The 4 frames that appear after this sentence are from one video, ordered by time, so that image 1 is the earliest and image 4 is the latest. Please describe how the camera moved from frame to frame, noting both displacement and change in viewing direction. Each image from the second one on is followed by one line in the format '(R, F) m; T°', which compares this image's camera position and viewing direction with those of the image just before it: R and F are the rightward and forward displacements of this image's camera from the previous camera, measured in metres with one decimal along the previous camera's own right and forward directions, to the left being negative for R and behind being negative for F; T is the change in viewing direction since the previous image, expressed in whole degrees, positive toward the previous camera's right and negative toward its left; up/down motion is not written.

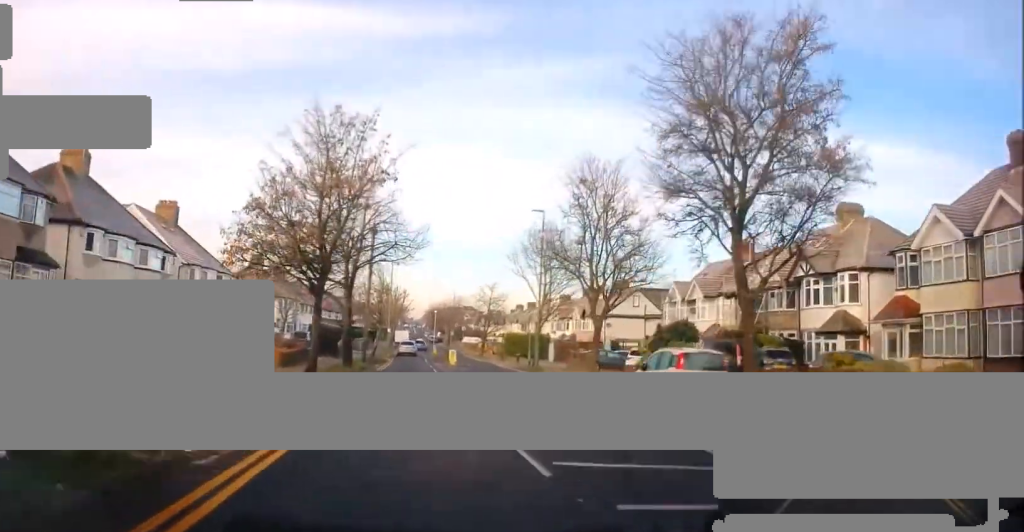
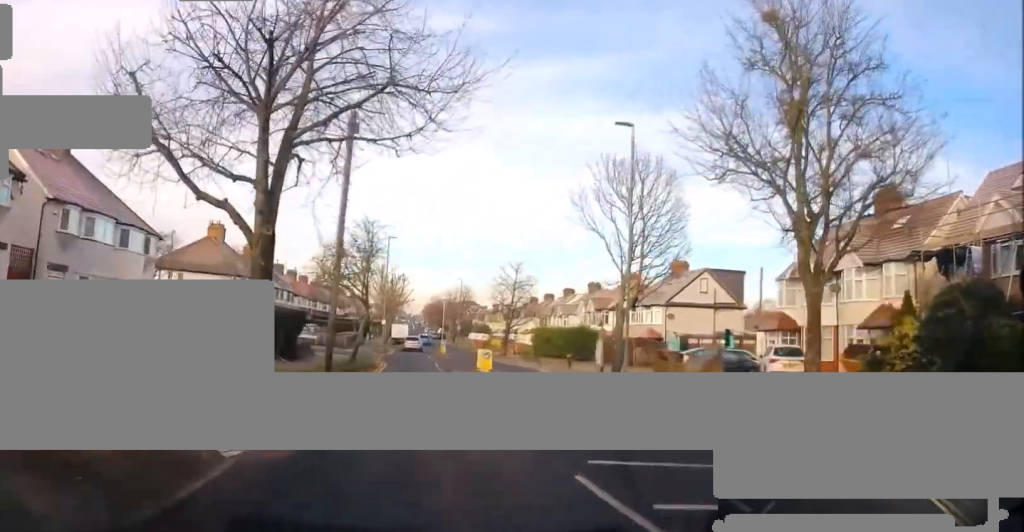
(0.0, +18.2) m; 0°
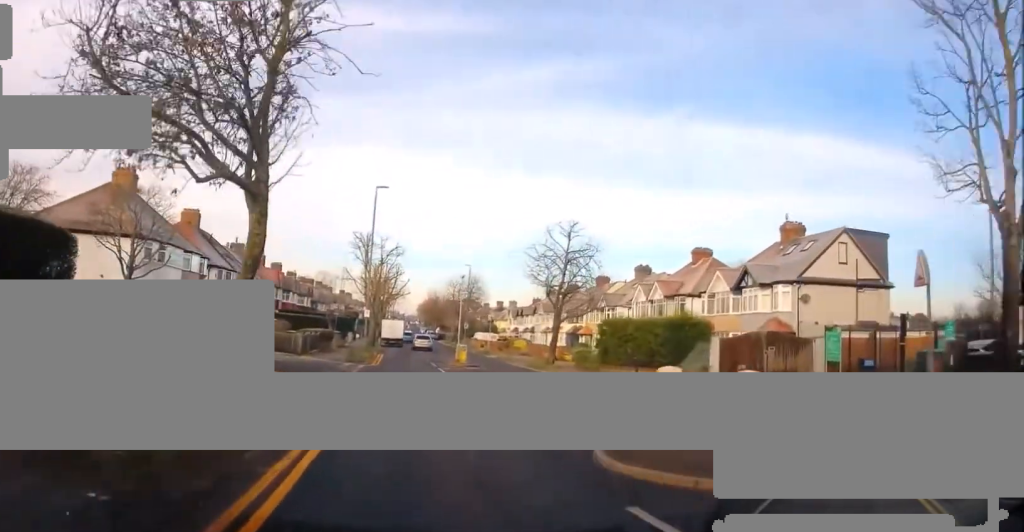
(+0.8, +20.1) m; +6°
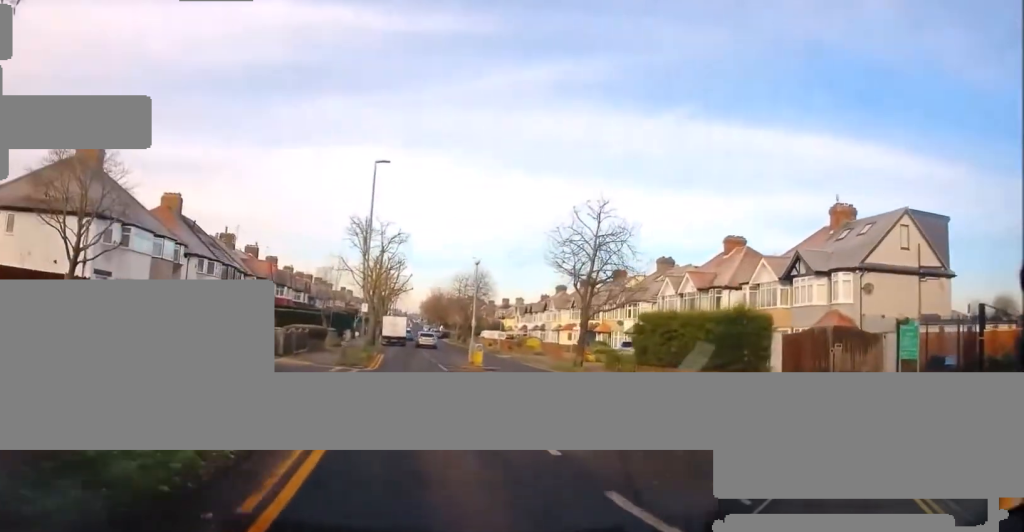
(+0.1, +5.7) m; +2°
